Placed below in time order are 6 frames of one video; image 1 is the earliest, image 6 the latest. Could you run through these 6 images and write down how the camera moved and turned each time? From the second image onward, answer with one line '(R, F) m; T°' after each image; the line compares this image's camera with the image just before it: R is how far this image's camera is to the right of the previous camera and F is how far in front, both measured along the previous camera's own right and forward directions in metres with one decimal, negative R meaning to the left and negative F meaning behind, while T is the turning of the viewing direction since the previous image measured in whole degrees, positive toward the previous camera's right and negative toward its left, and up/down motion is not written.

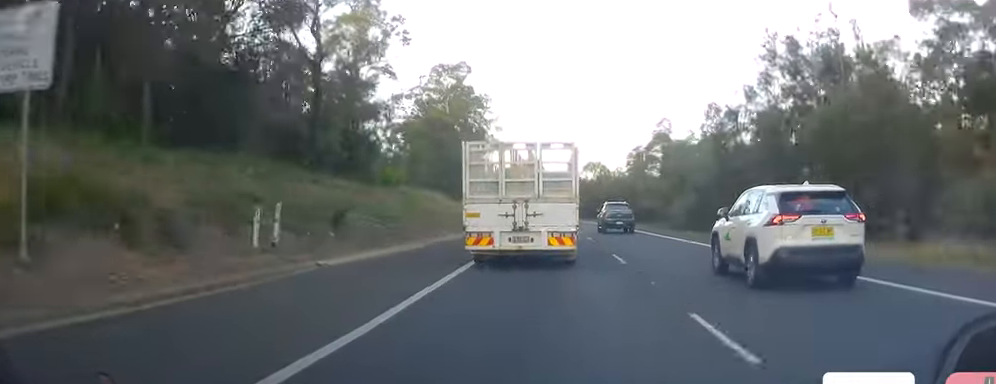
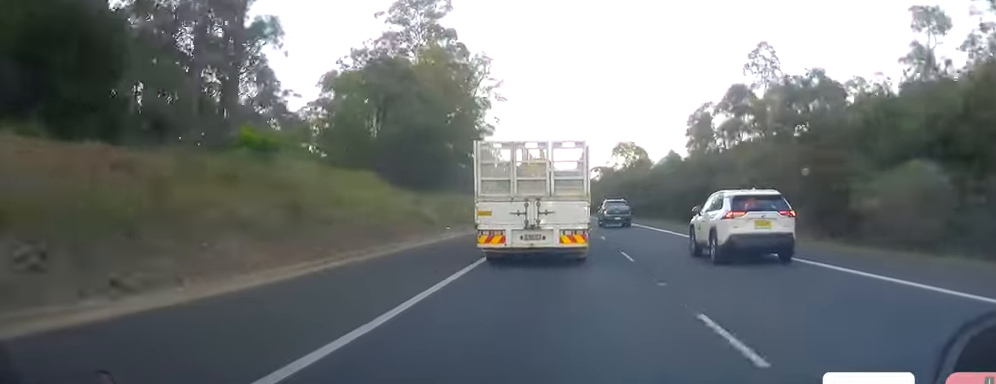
(-0.7, +36.5) m; -1°
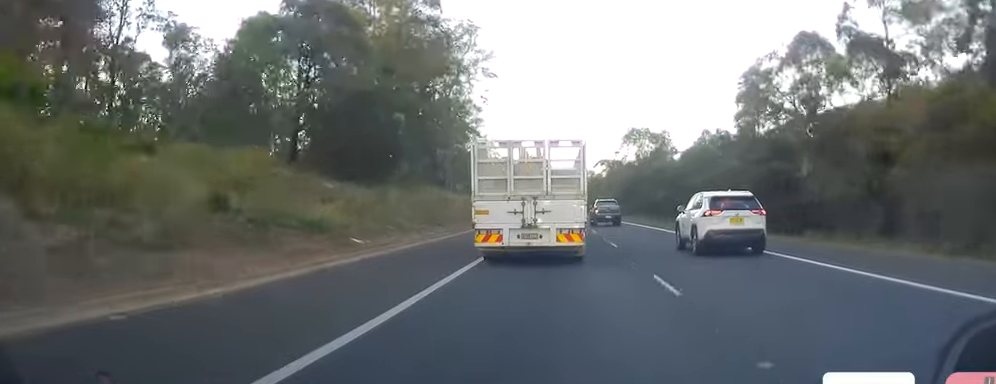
(+0.1, +19.1) m; -1°
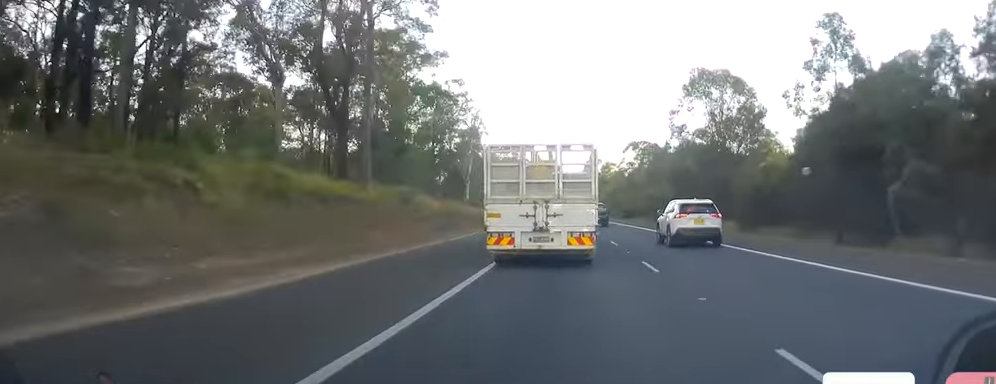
(-1.3, +43.6) m; -3°
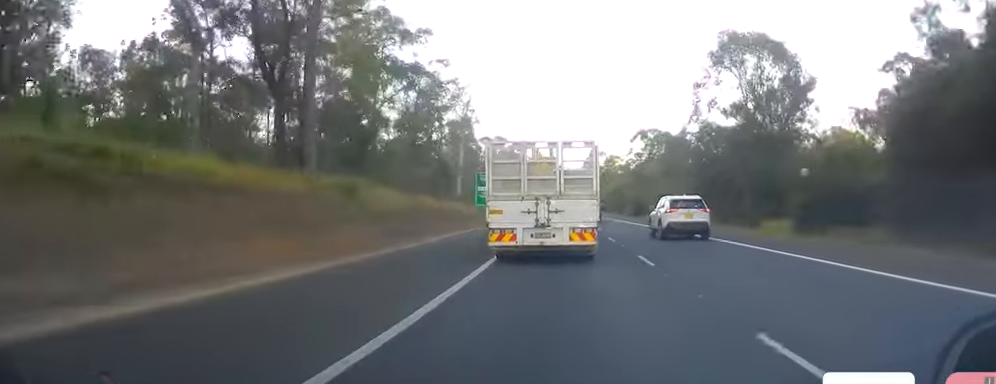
(0.0, +11.3) m; 0°
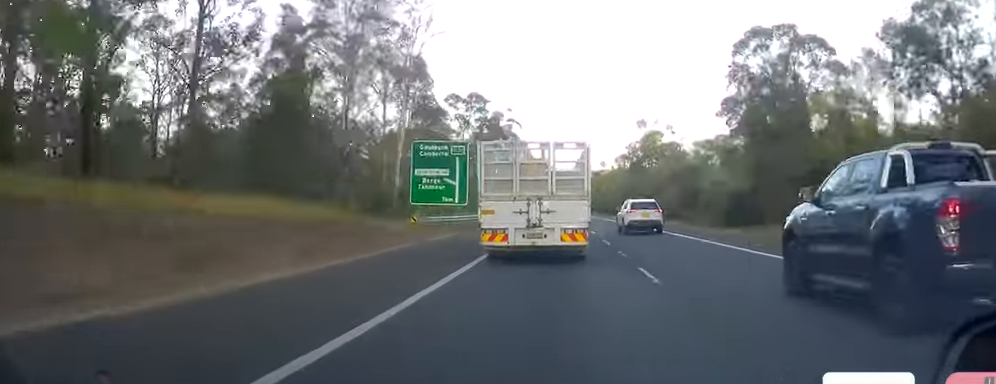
(+0.5, +52.1) m; 0°
